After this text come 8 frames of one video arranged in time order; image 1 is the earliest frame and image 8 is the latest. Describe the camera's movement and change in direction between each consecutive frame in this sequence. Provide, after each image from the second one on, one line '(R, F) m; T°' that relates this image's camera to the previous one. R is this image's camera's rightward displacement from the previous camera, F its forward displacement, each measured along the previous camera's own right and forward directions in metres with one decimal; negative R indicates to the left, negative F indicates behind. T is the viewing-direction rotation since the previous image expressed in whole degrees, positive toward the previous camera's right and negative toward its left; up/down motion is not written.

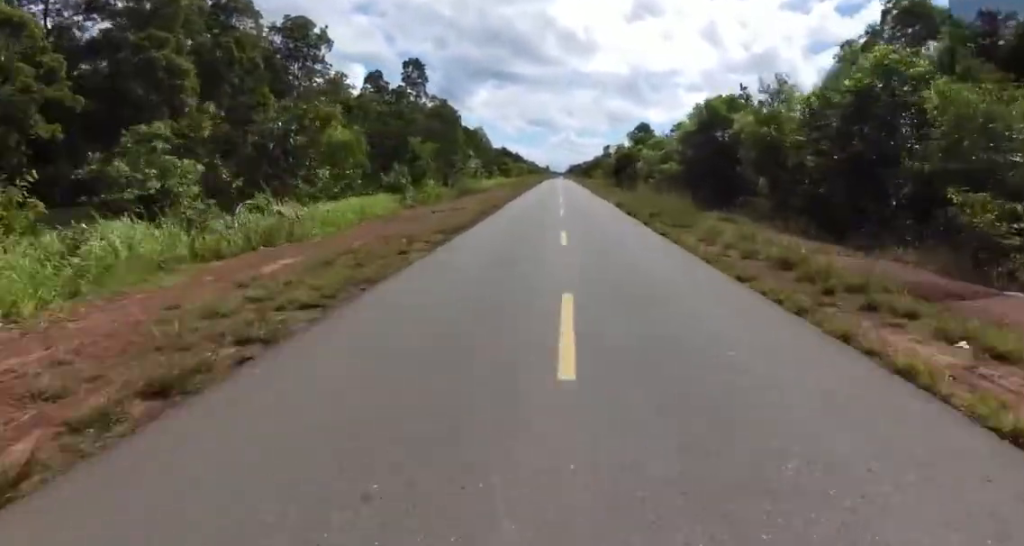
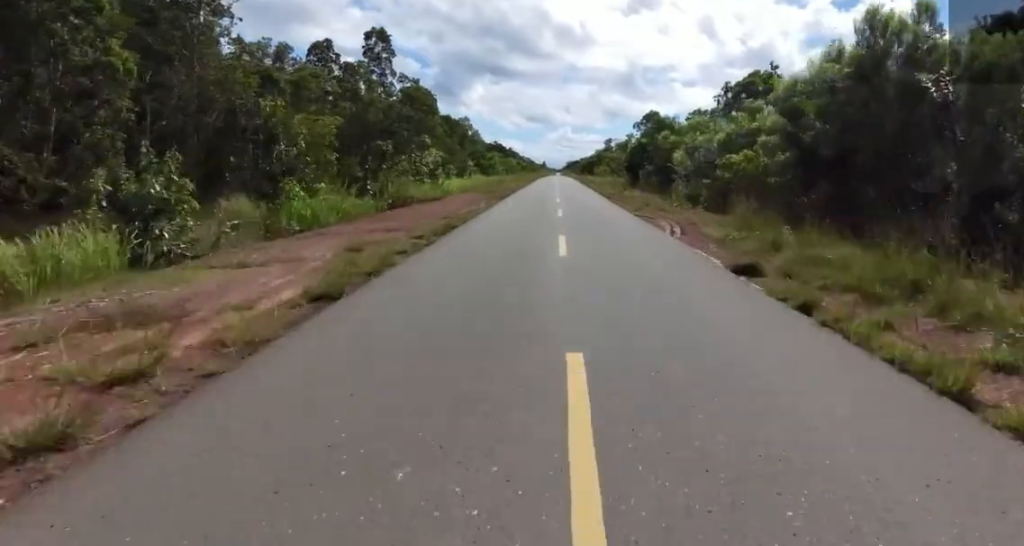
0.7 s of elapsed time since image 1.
(0.0, +18.8) m; 0°
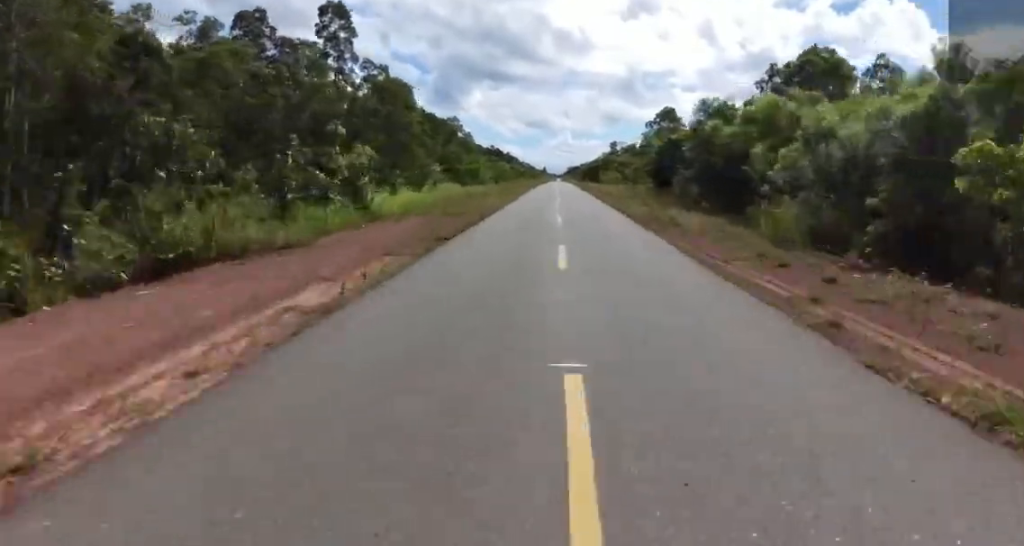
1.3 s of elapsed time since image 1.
(0.0, +17.8) m; 0°
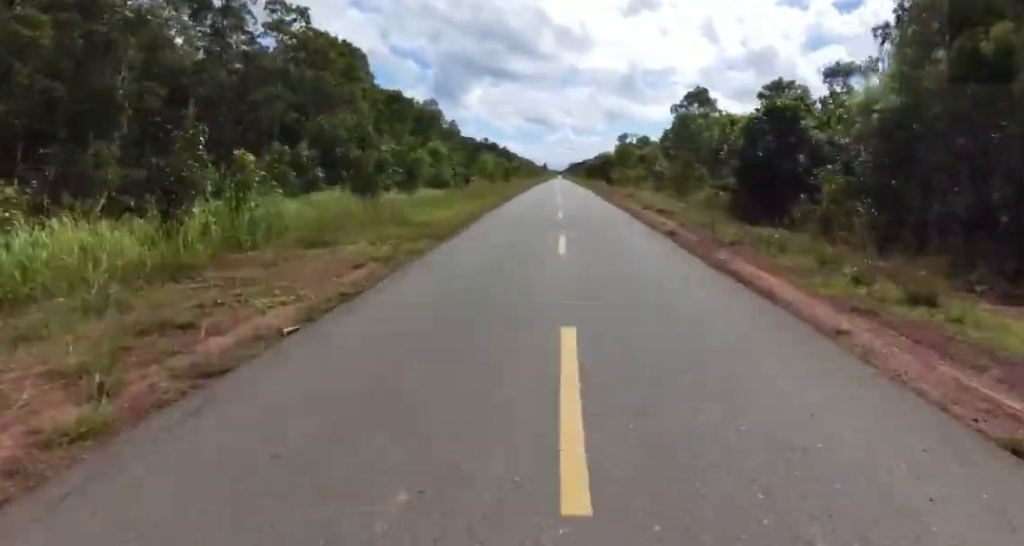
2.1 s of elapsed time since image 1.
(0.0, +22.5) m; 0°
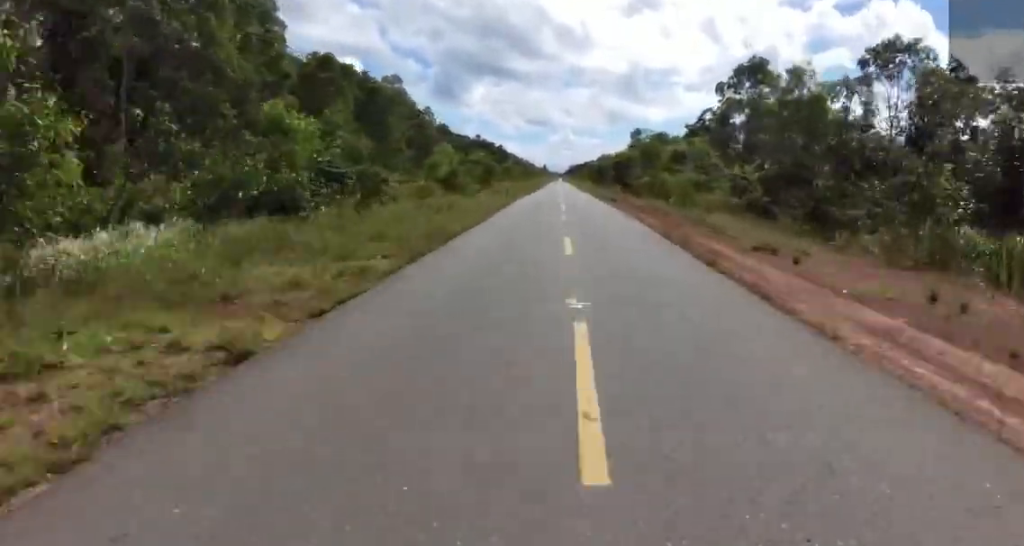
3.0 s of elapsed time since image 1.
(0.0, +24.4) m; -2°
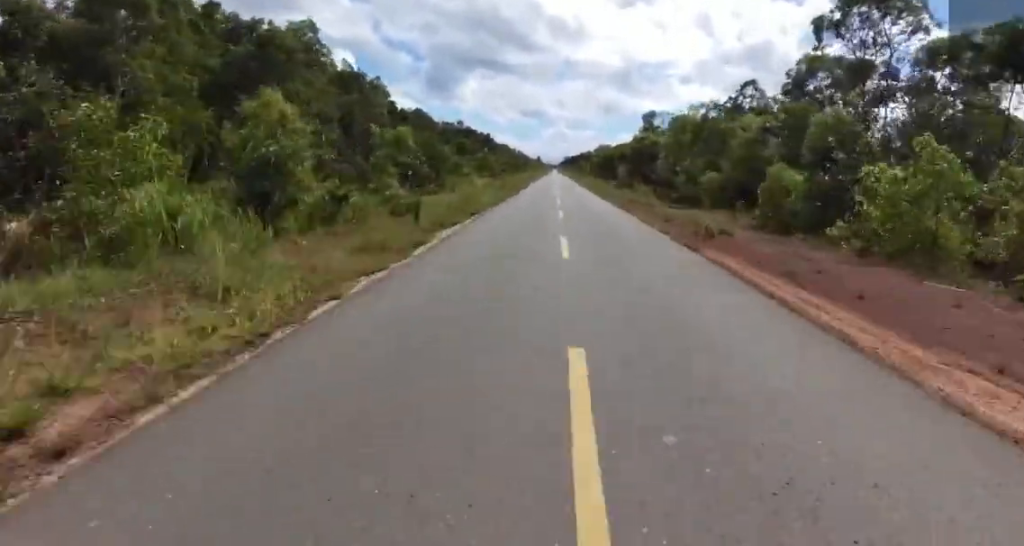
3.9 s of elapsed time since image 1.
(-0.7, +26.4) m; -1°
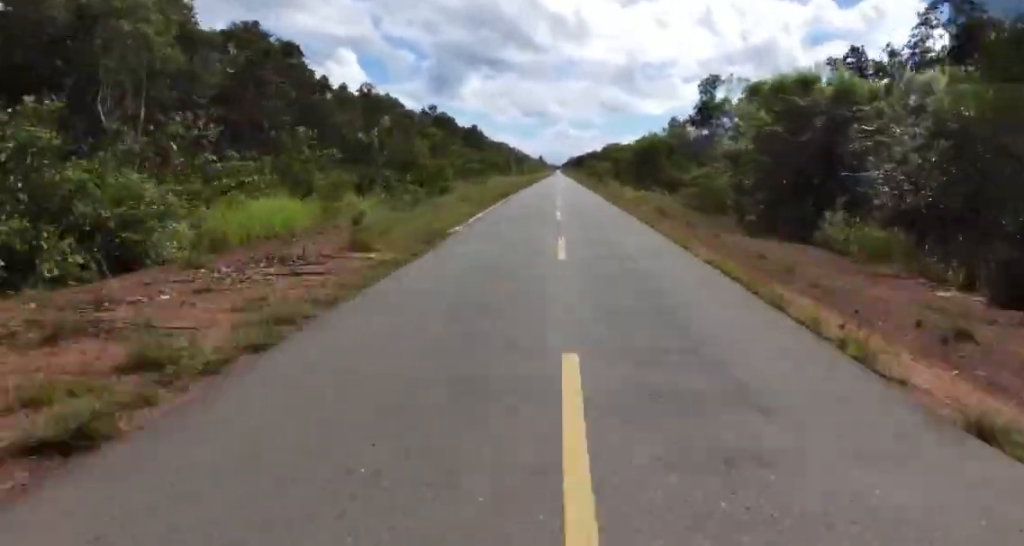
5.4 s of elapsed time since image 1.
(+0.5, +40.1) m; +3°
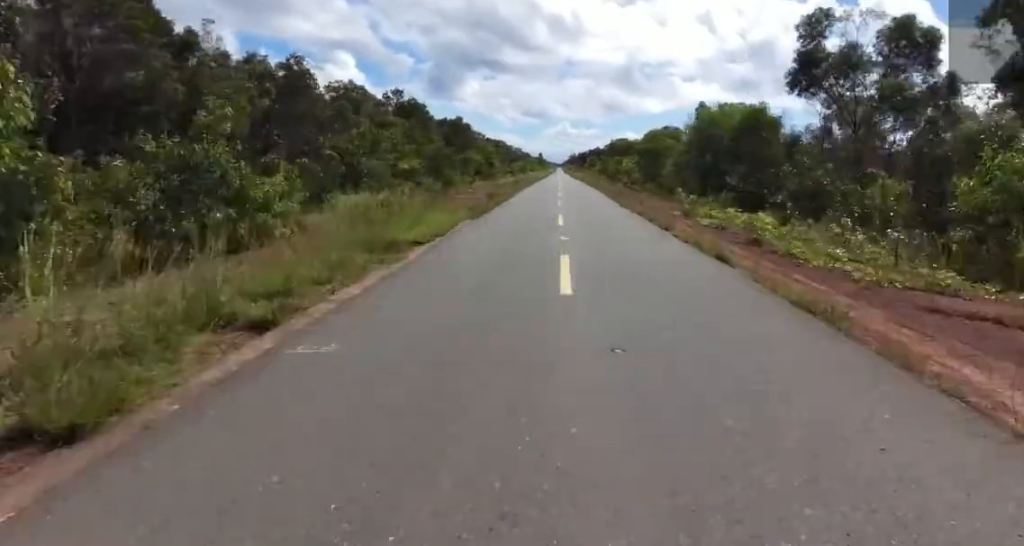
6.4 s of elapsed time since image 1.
(+0.8, +28.2) m; 0°
